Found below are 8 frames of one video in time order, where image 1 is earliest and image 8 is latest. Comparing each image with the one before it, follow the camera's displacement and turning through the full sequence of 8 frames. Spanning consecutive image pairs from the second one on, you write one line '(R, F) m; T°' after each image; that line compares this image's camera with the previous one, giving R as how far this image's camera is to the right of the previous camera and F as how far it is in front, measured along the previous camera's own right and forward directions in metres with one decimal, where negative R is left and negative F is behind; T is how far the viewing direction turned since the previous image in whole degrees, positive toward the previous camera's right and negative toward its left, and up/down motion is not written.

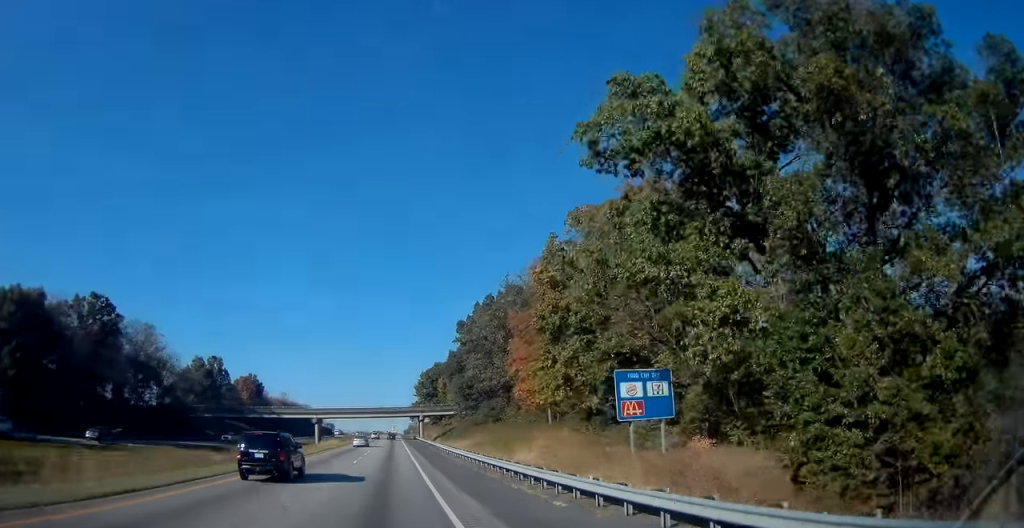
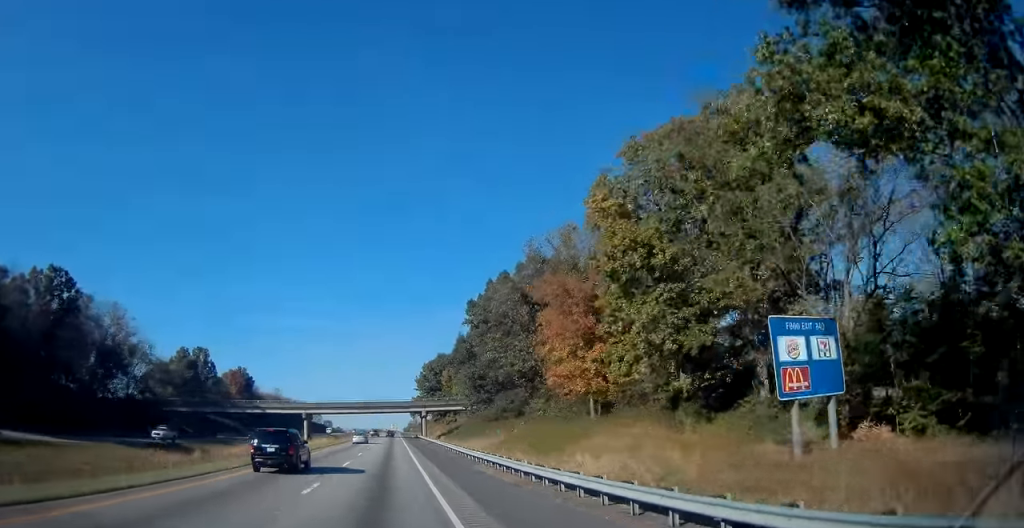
(+0.2, +15.7) m; 0°
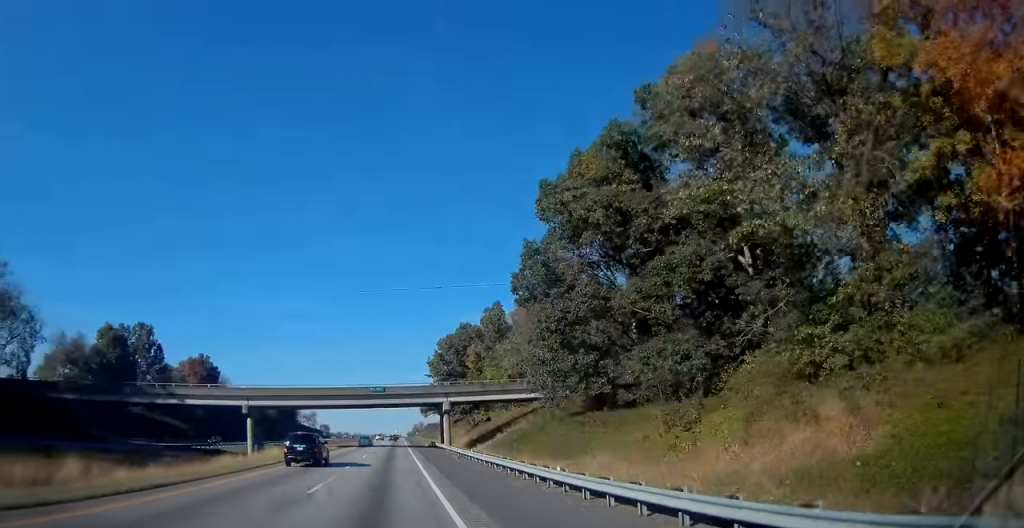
(+0.3, +48.5) m; 0°
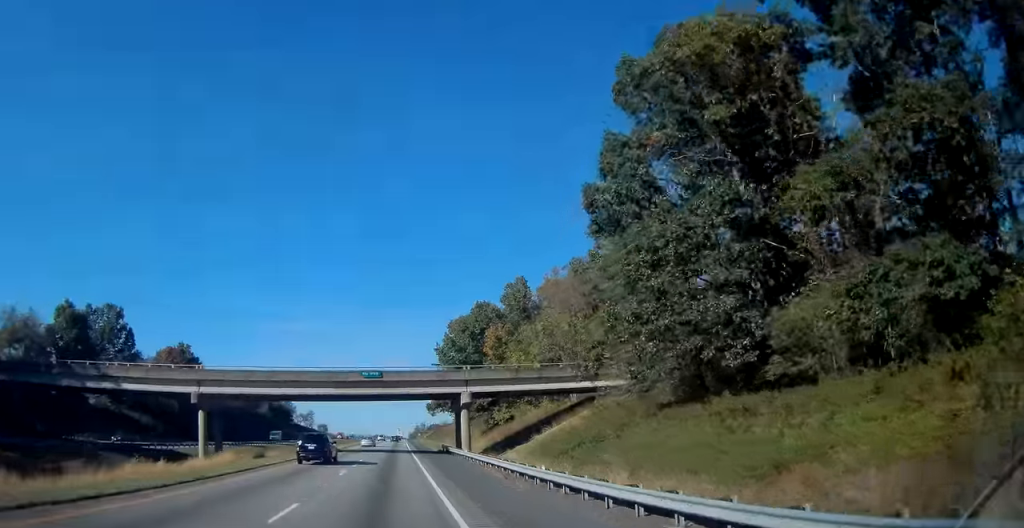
(0.0, +19.0) m; 0°
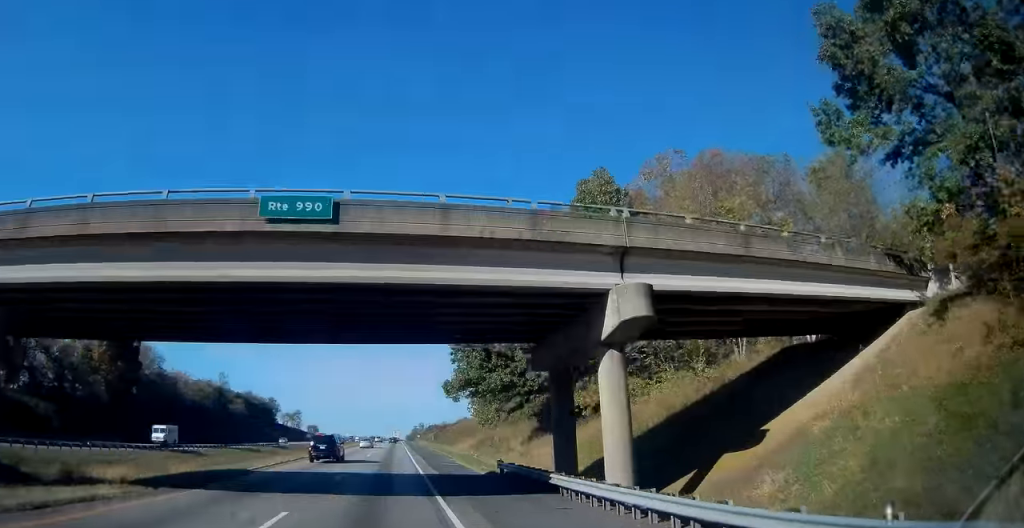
(-0.3, +38.3) m; -1°
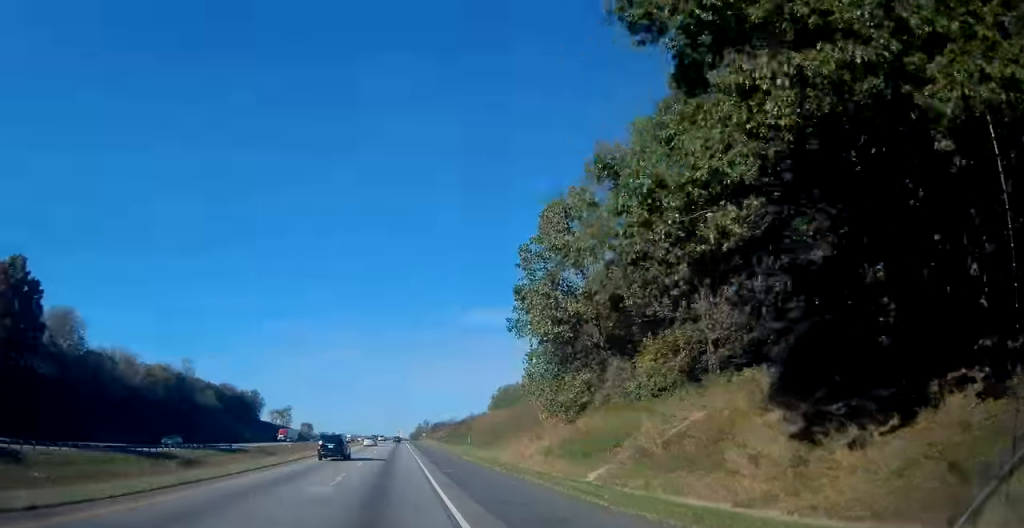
(+0.2, +40.5) m; +1°
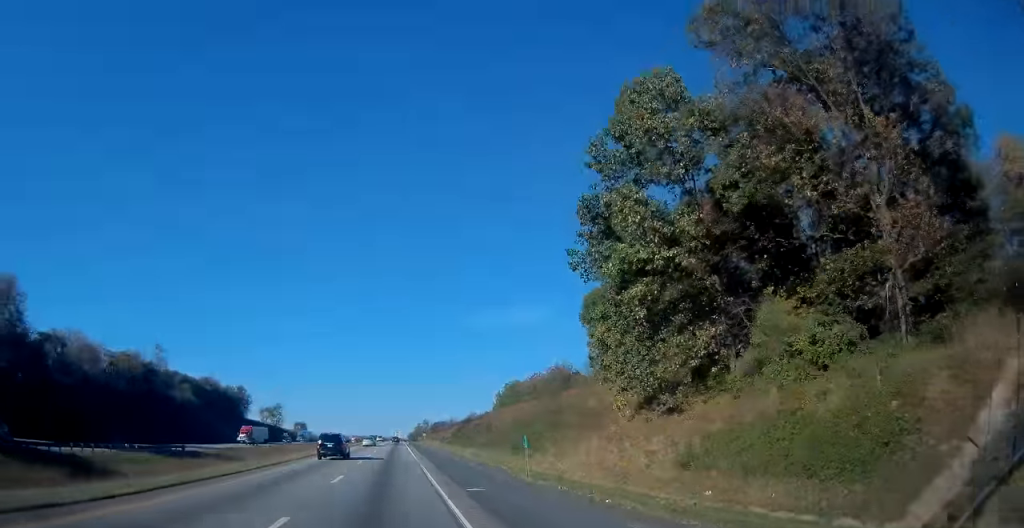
(+0.2, +20.5) m; 0°
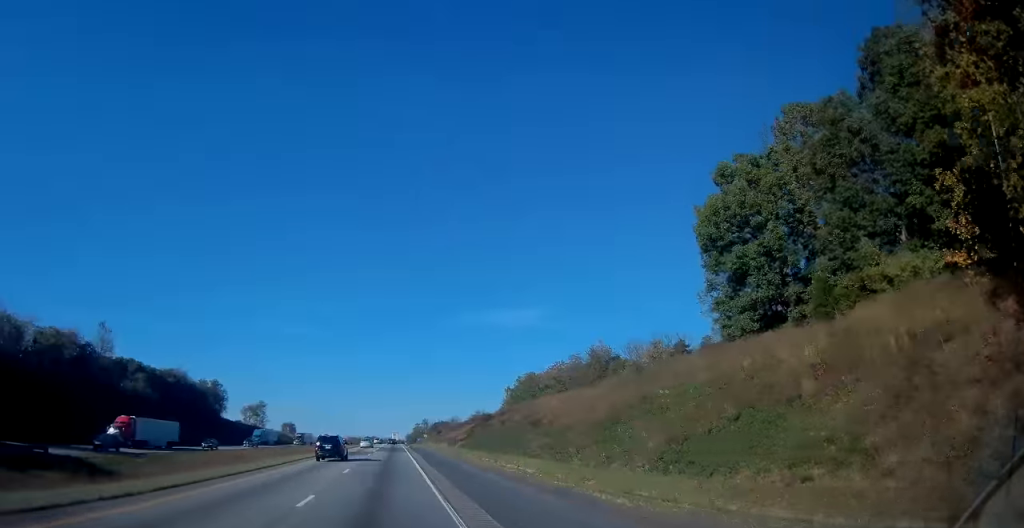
(-0.3, +31.4) m; 0°
